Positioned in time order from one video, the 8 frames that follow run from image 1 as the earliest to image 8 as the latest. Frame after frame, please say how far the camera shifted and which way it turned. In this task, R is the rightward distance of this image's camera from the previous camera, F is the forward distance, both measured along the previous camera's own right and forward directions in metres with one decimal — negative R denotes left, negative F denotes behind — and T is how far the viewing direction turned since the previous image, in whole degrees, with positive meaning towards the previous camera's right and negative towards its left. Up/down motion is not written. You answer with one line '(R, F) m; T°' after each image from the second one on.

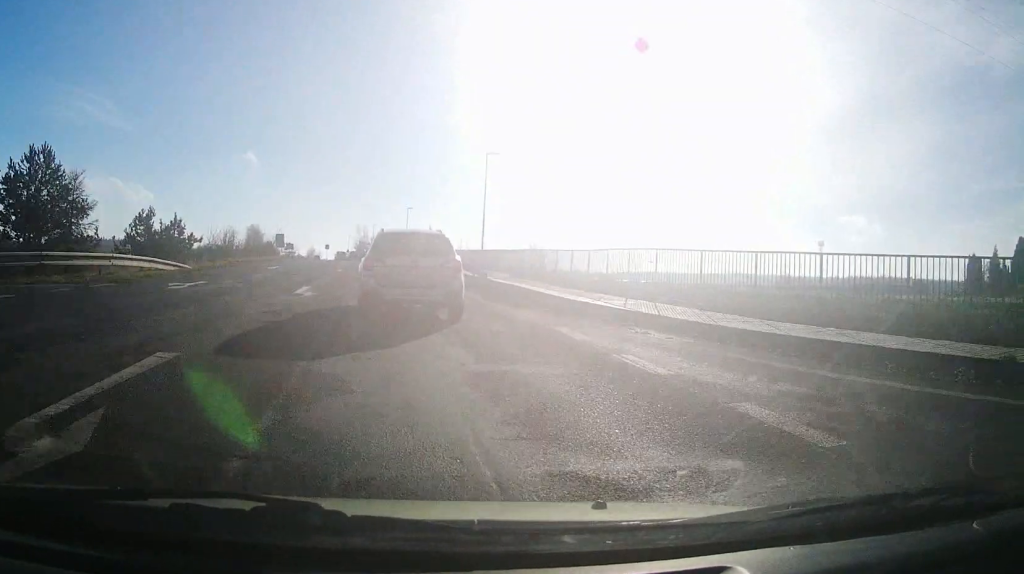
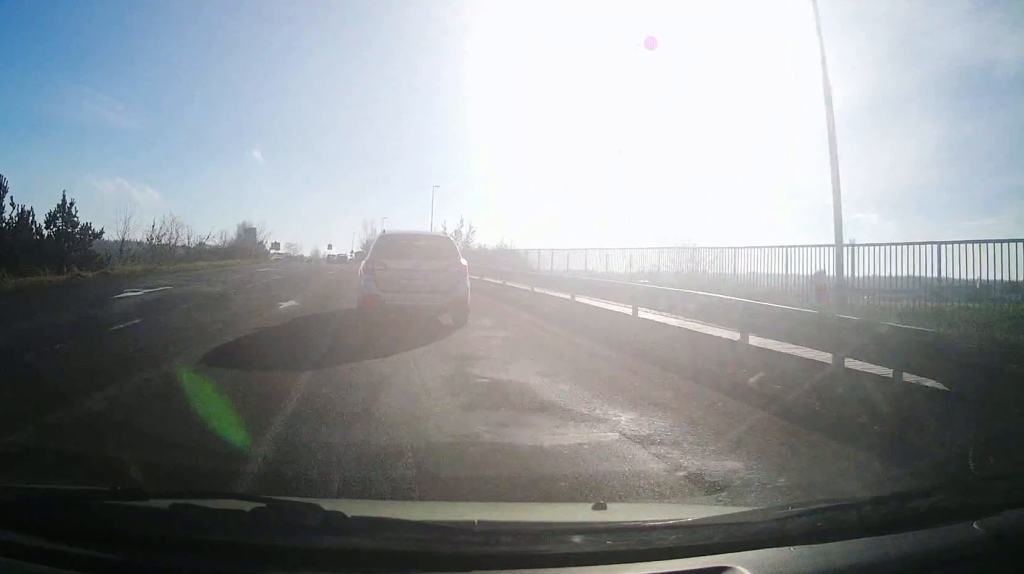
(-0.4, +24.7) m; -2°
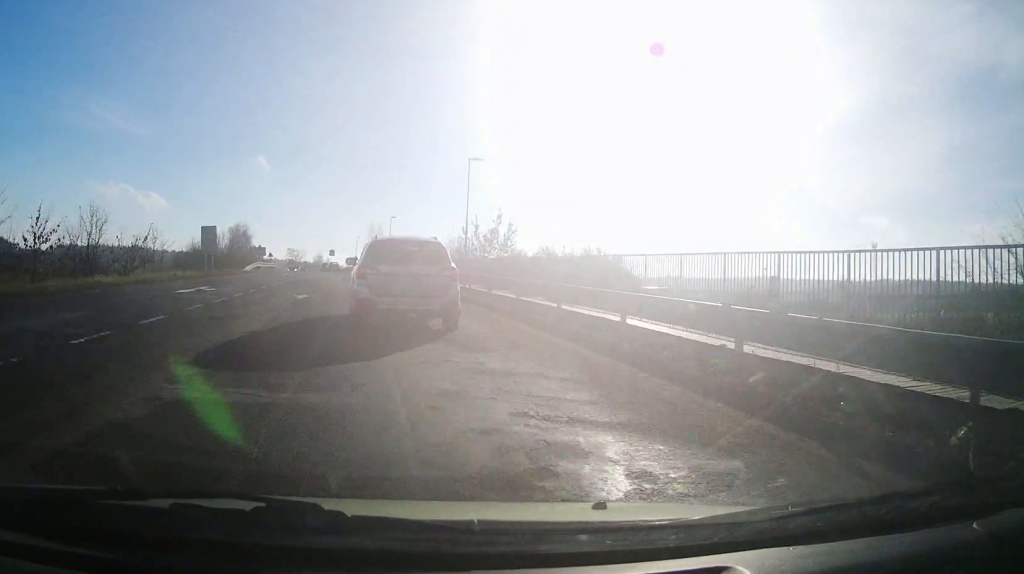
(-0.2, +16.4) m; -1°
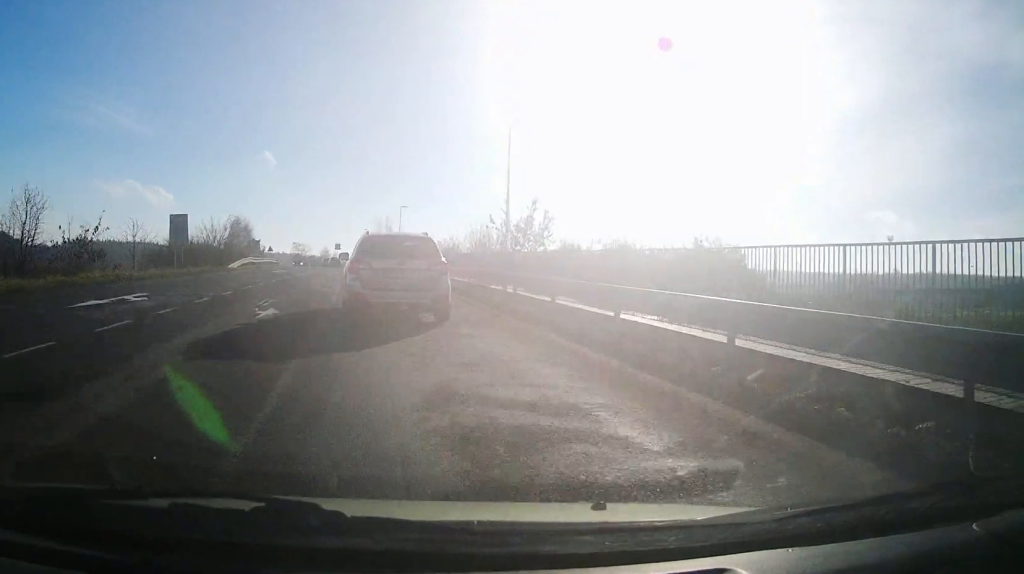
(0.0, +8.1) m; 0°
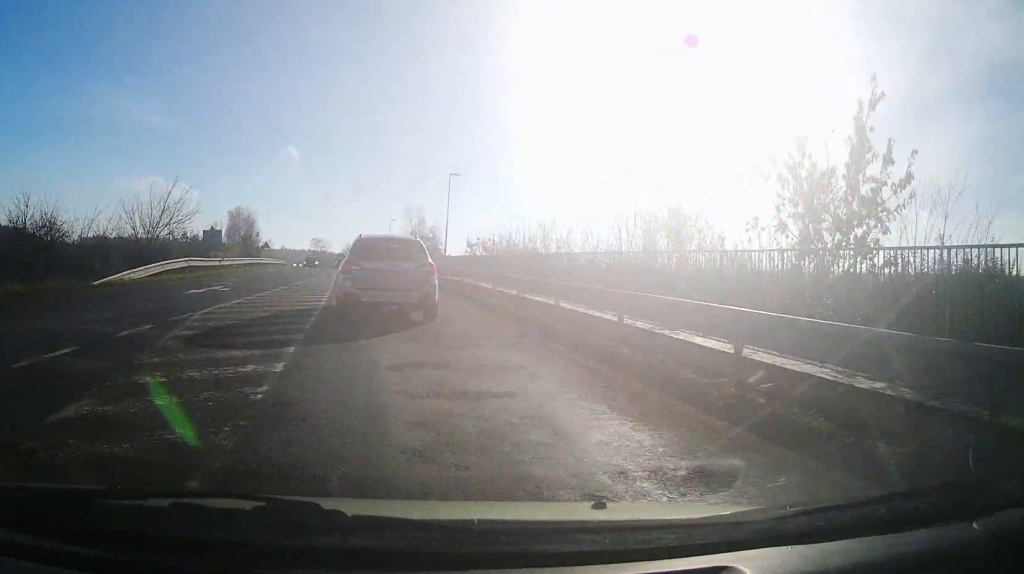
(+0.1, +24.1) m; 0°
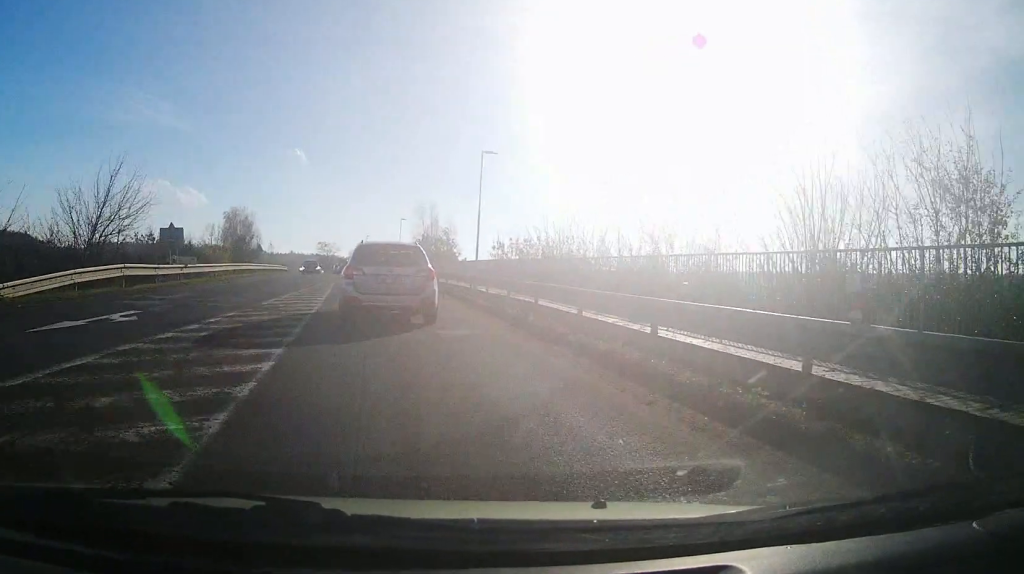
(+0.1, +9.2) m; -1°
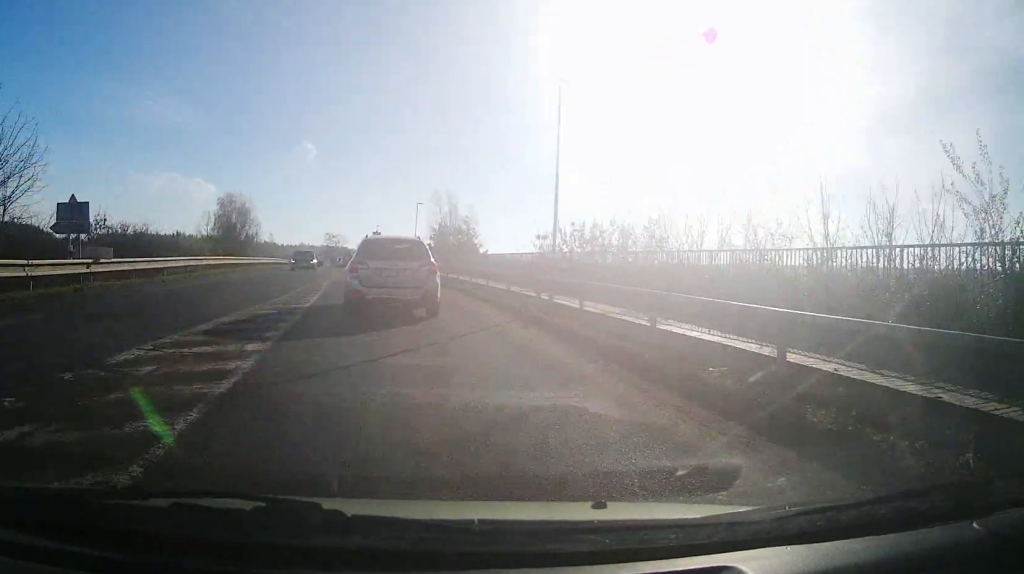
(-0.3, +11.1) m; -1°
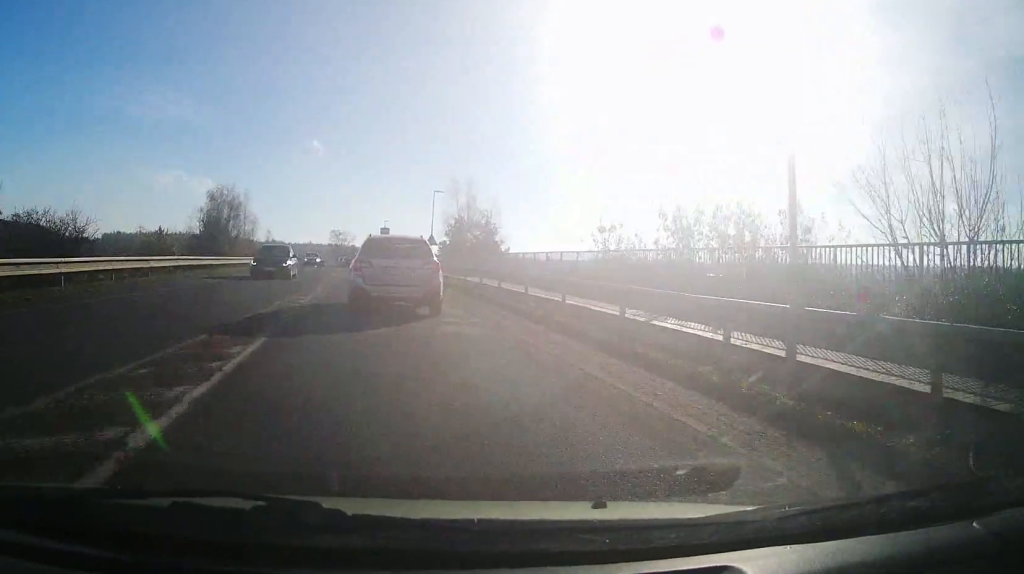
(-0.1, +10.0) m; -1°
